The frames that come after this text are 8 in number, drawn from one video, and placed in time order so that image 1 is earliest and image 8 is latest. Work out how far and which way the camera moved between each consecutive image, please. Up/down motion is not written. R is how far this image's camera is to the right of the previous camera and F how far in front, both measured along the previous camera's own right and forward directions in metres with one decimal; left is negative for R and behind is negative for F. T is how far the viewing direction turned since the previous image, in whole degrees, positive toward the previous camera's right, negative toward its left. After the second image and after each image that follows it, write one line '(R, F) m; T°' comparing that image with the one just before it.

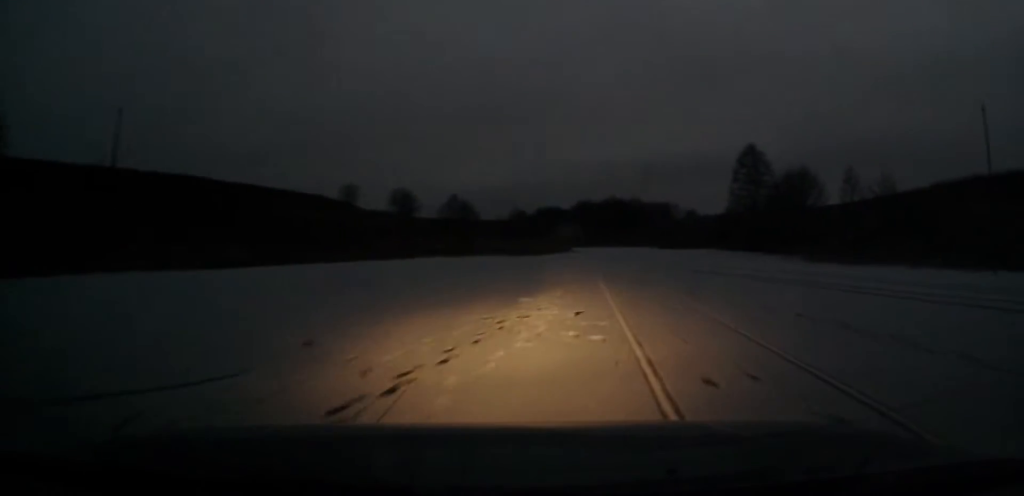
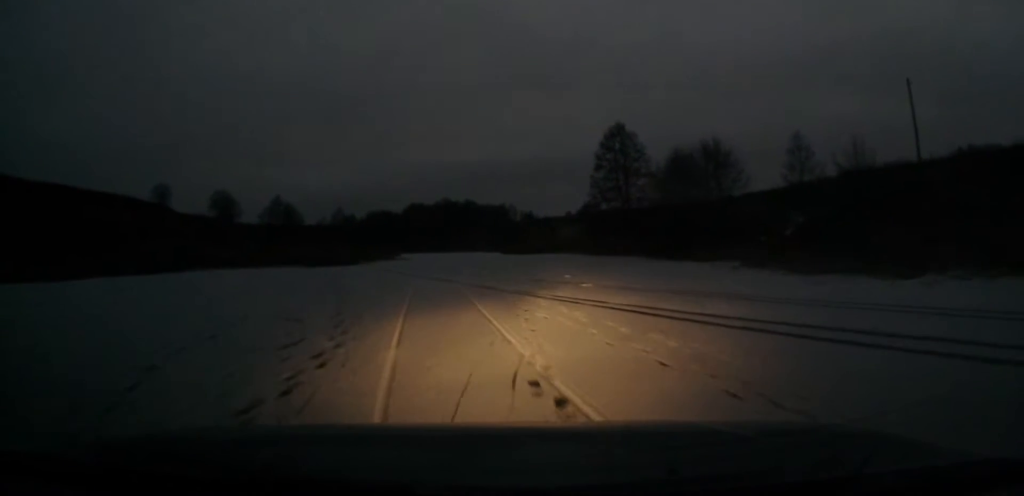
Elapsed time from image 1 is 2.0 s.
(+1.3, +14.6) m; +6°
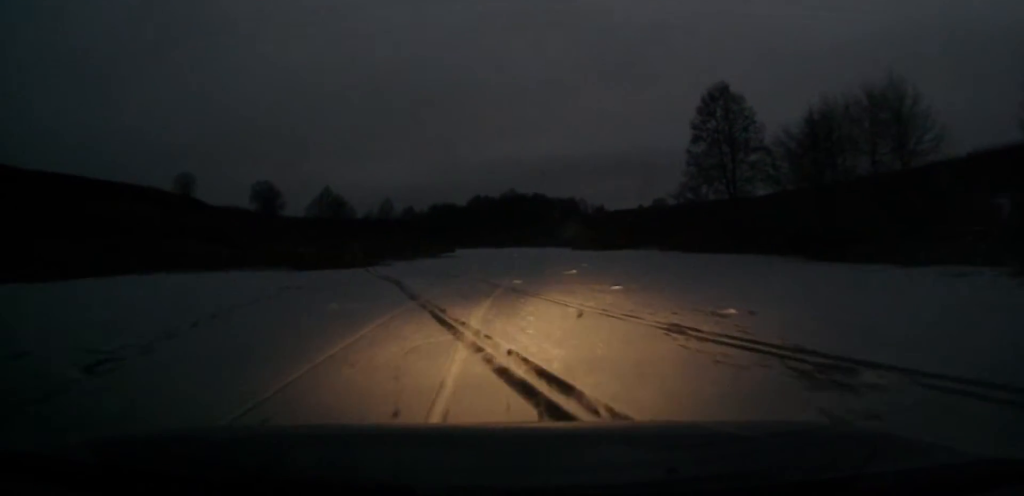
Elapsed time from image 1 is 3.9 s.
(-0.2, +13.2) m; -5°
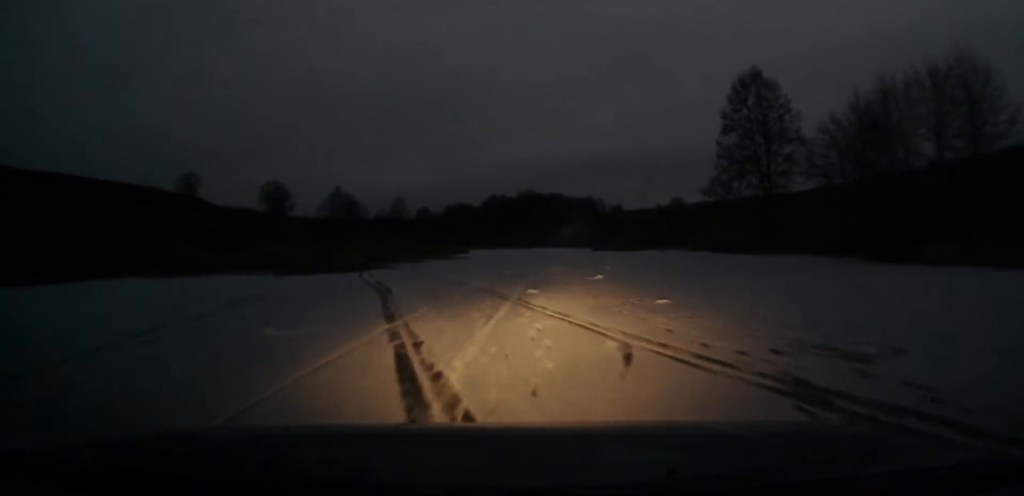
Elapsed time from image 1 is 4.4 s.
(-0.2, +3.8) m; -2°
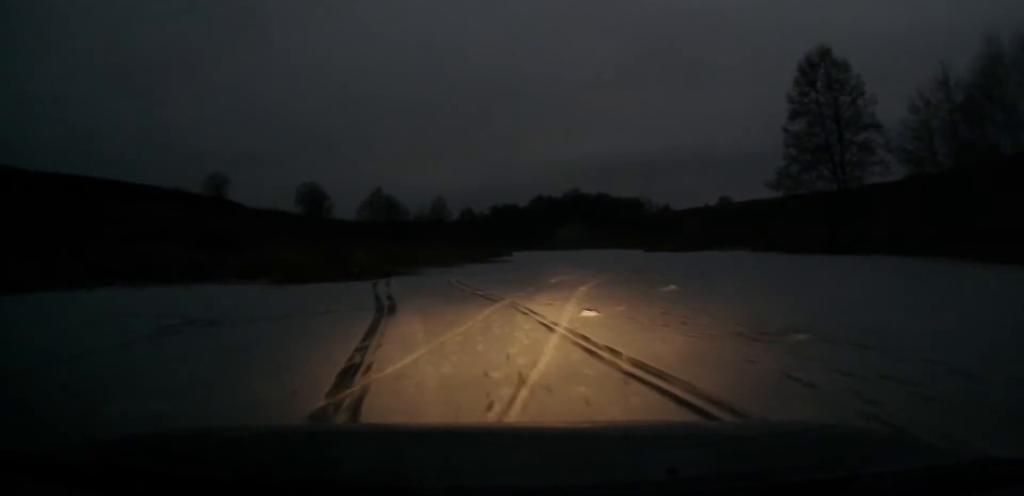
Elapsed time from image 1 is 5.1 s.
(-0.1, +4.5) m; -1°
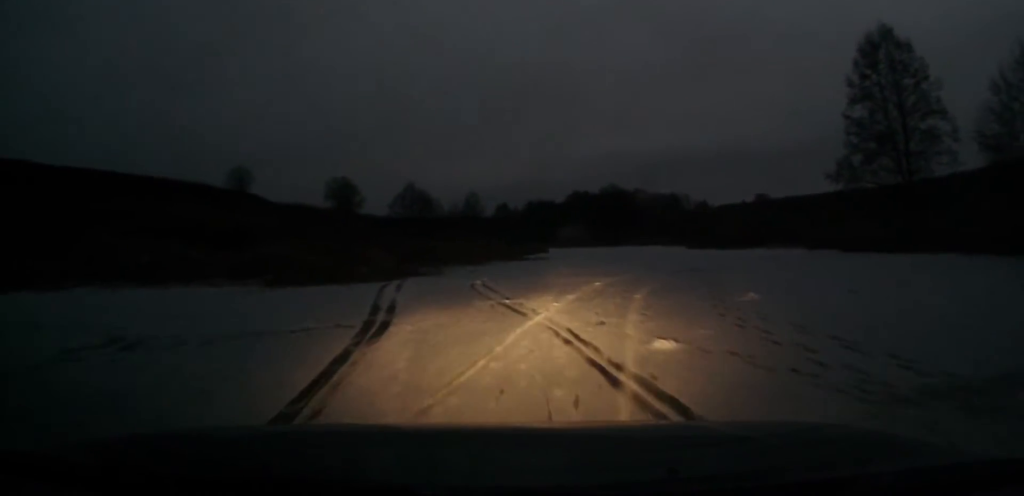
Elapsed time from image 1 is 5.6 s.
(0.0, +3.5) m; 0°
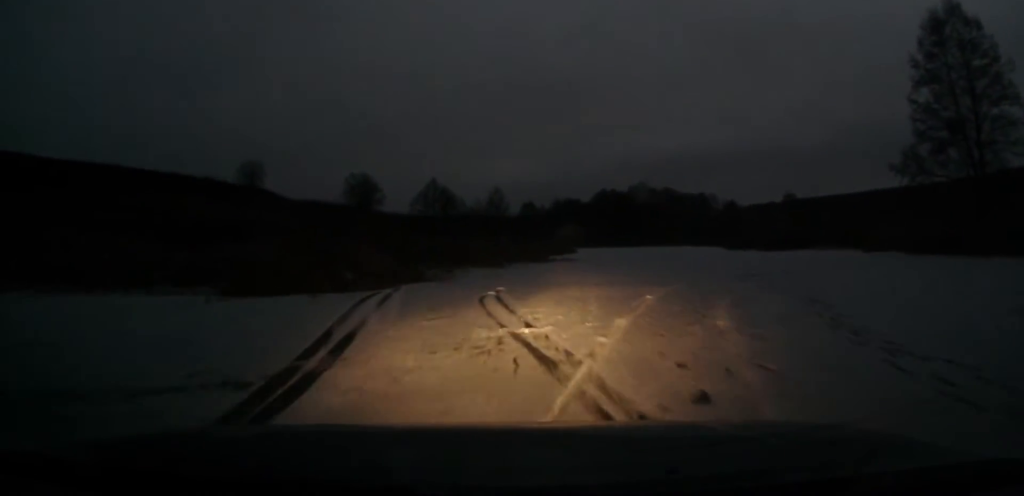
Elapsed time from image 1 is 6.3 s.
(0.0, +4.3) m; 0°
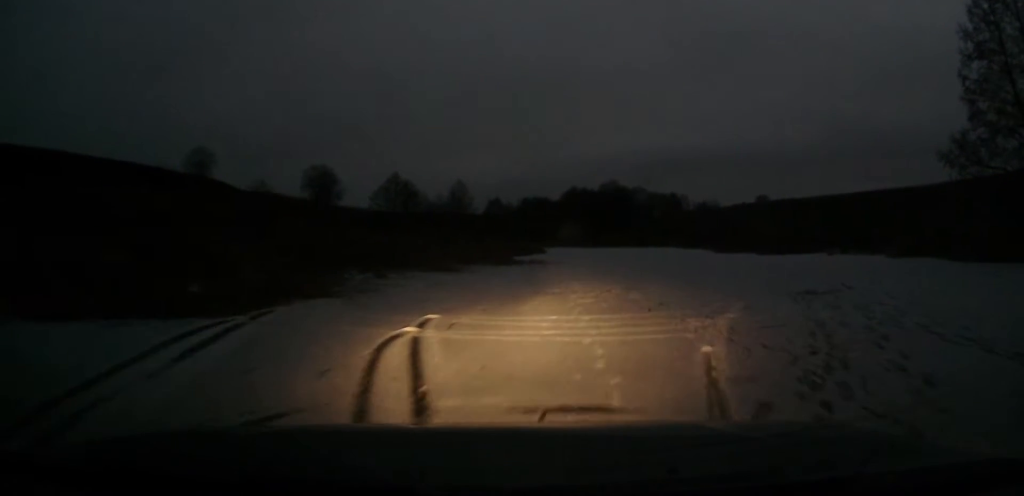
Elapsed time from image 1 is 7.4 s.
(0.0, +6.2) m; +3°
